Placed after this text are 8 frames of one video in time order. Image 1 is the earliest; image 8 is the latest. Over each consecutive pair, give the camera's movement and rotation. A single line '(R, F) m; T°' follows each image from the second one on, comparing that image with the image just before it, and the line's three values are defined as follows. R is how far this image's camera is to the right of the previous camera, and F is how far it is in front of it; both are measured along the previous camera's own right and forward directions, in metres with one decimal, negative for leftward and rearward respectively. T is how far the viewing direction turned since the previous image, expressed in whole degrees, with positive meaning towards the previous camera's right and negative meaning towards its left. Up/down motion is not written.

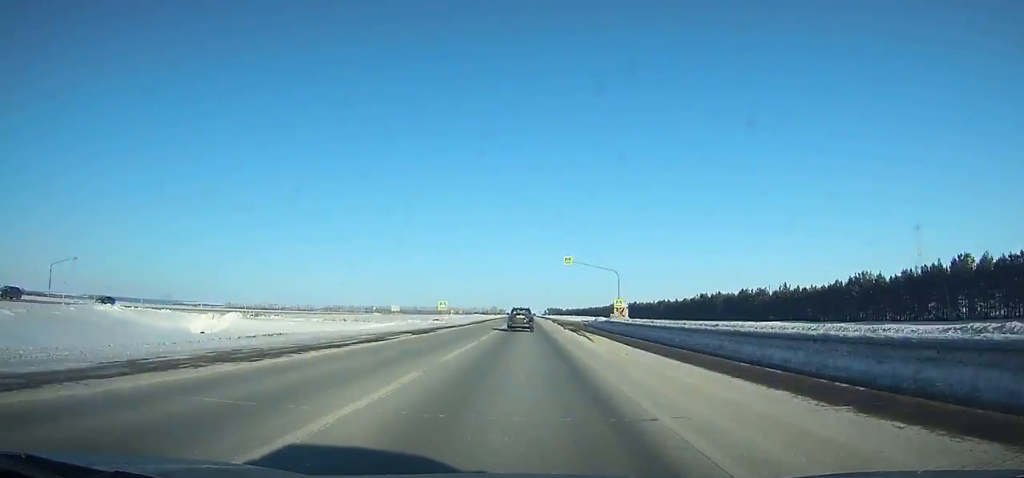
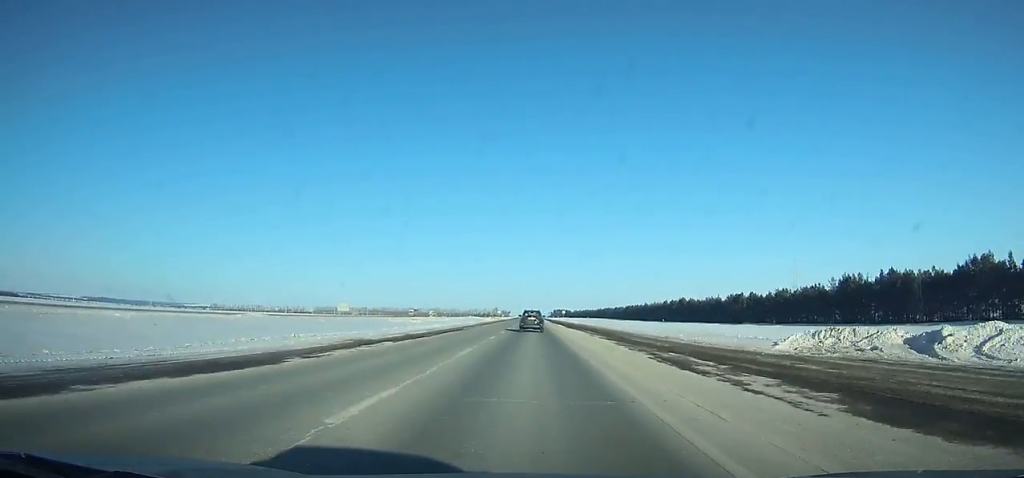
(0.0, +108.3) m; 0°
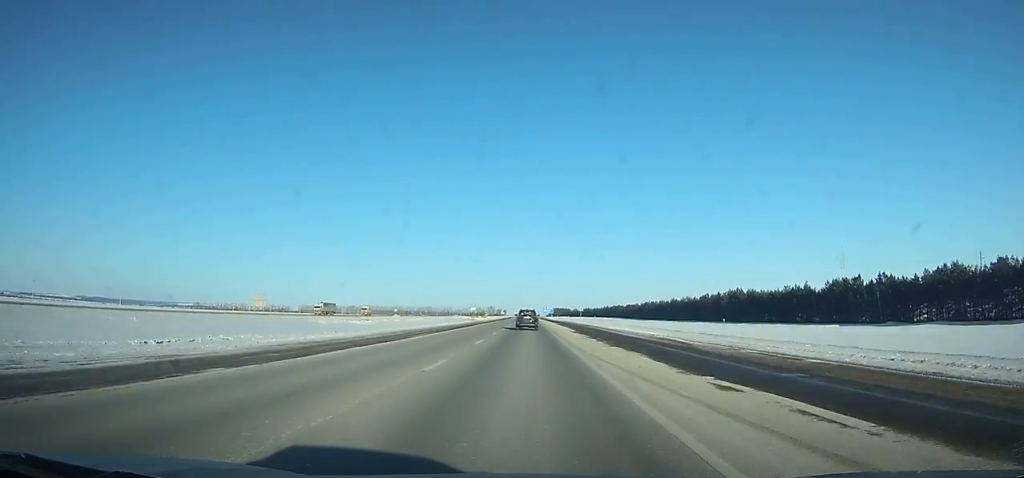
(-0.1, +77.9) m; 0°
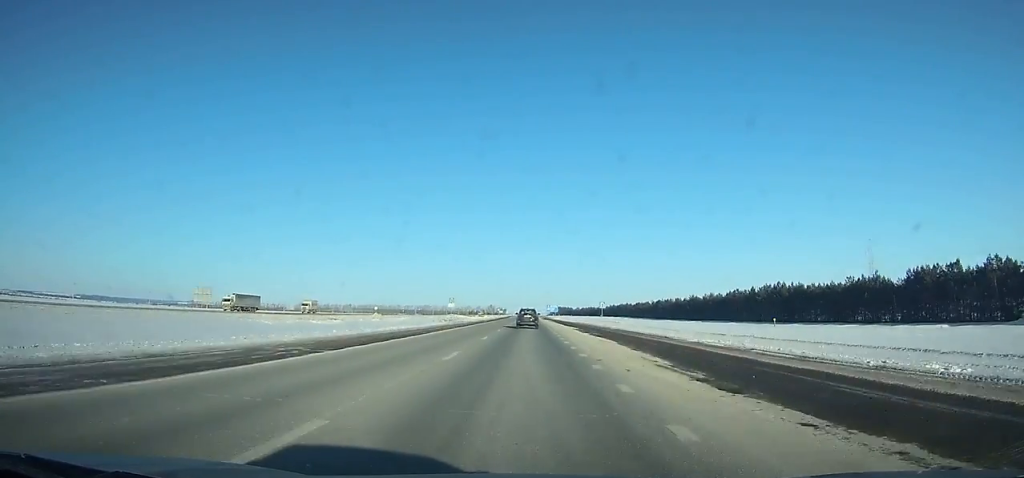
(+0.1, +31.9) m; 0°
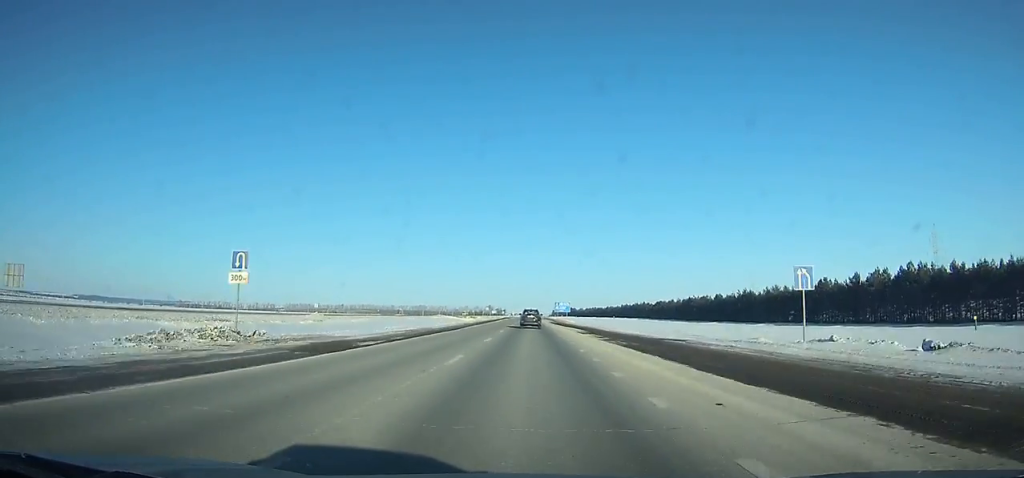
(-0.1, +61.9) m; 0°
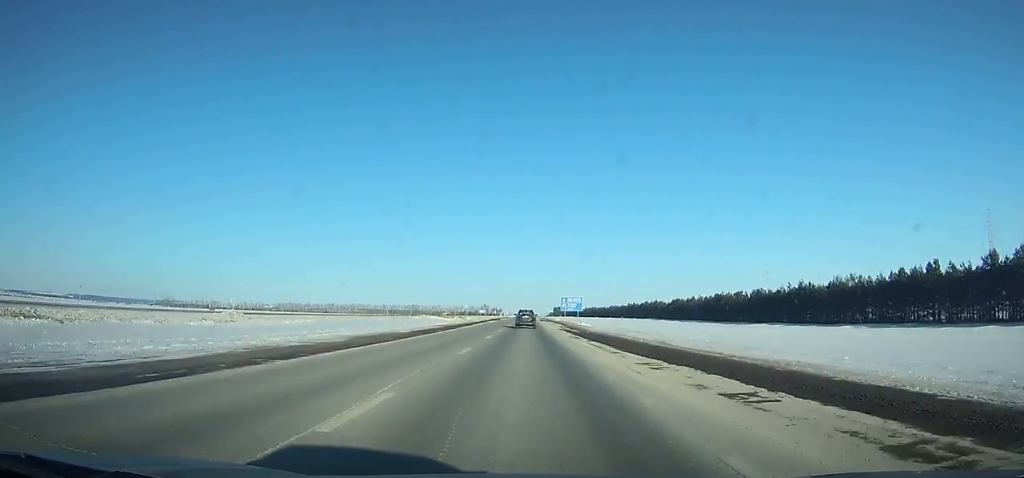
(+0.1, +42.3) m; 0°
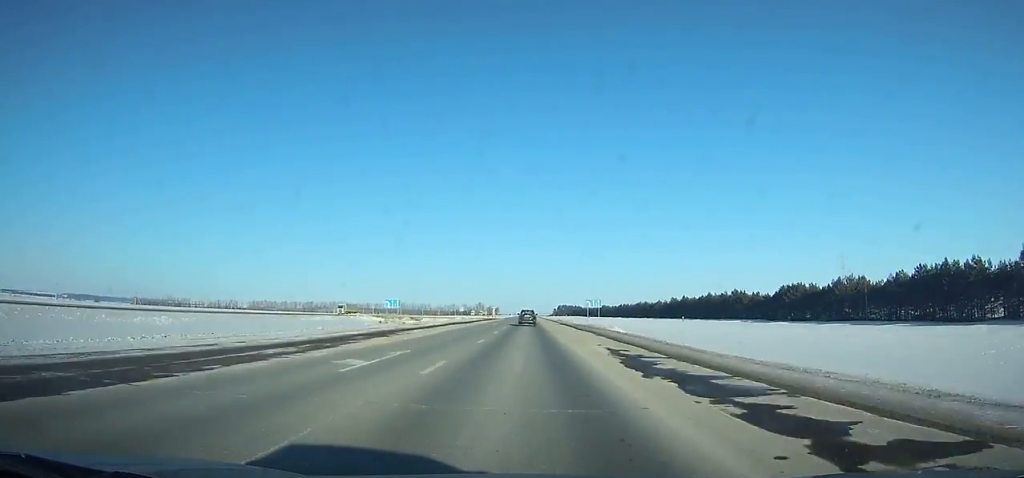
(+0.6, +125.3) m; 0°
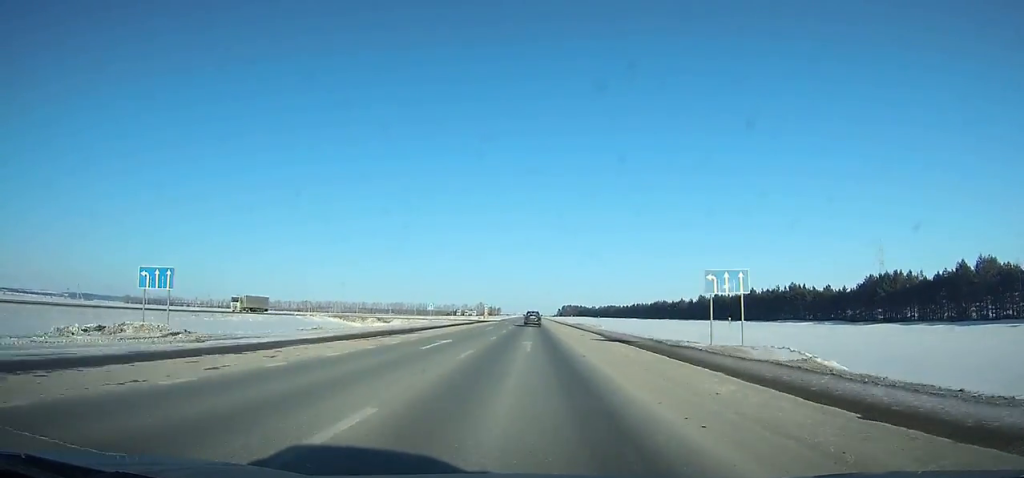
(0.0, +42.9) m; 0°
